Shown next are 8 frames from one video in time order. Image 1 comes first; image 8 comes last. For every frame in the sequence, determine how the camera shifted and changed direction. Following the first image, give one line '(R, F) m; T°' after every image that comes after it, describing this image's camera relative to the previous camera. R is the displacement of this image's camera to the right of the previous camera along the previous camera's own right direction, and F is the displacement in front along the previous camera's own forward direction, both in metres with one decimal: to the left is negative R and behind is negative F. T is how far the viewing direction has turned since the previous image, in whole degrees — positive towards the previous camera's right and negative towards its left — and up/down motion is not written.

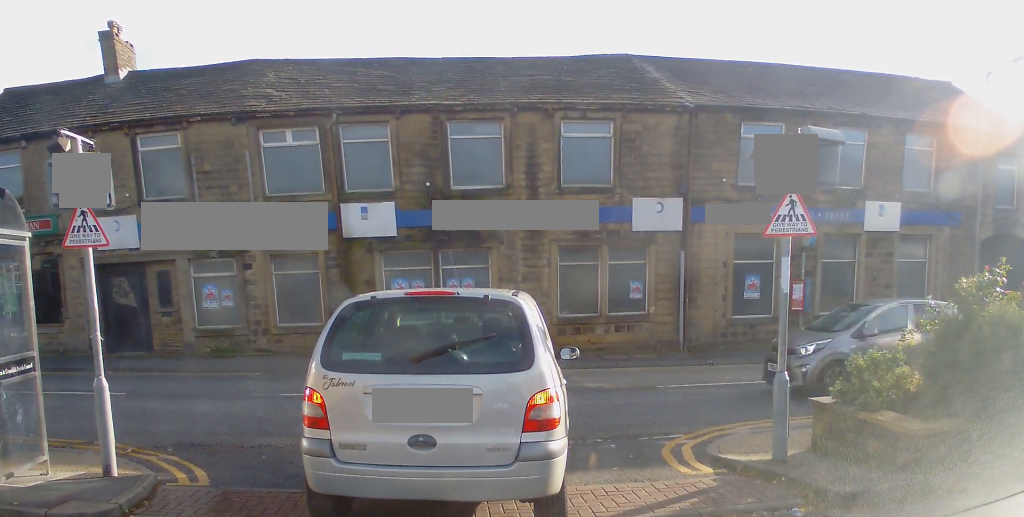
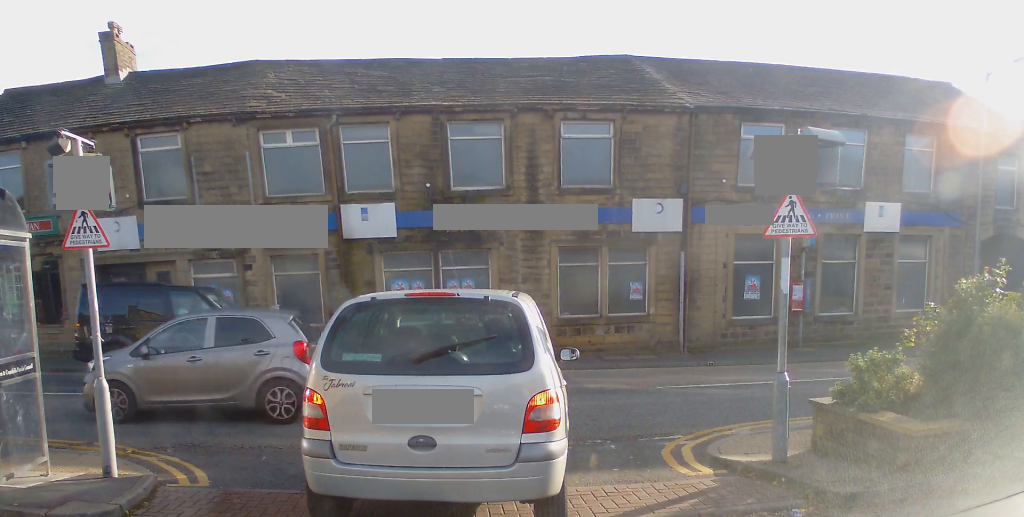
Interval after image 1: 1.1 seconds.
(0.0, 0.0) m; 0°
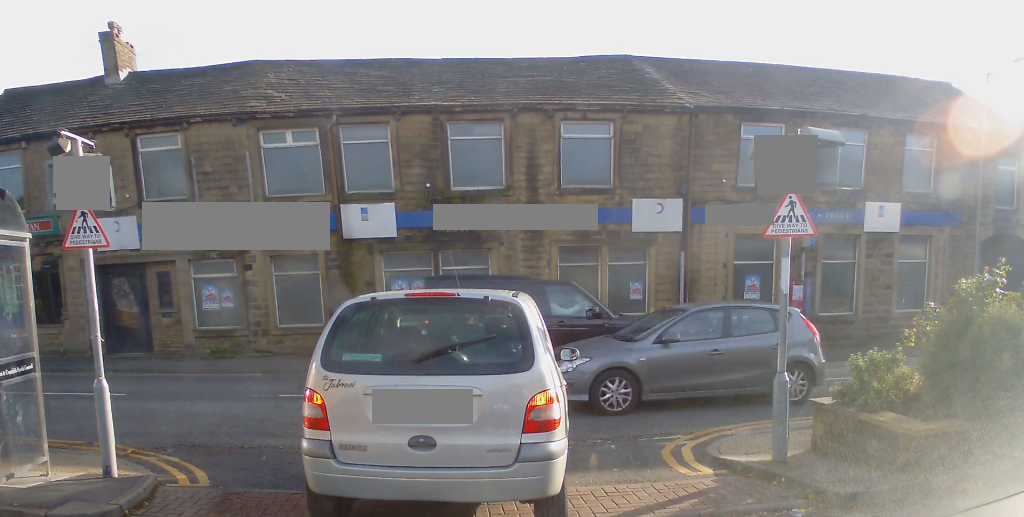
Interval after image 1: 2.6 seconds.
(0.0, 0.0) m; 0°
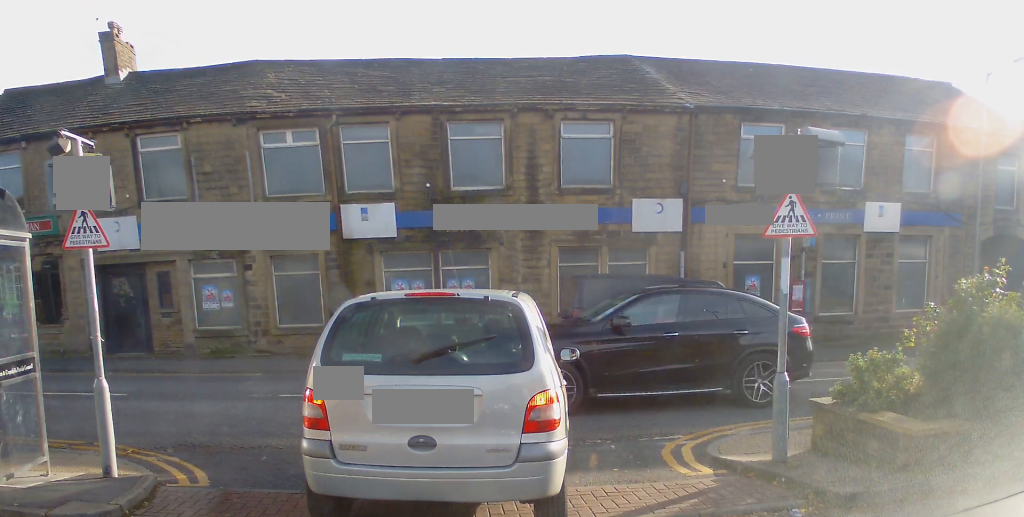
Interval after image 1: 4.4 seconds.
(0.0, 0.0) m; 0°
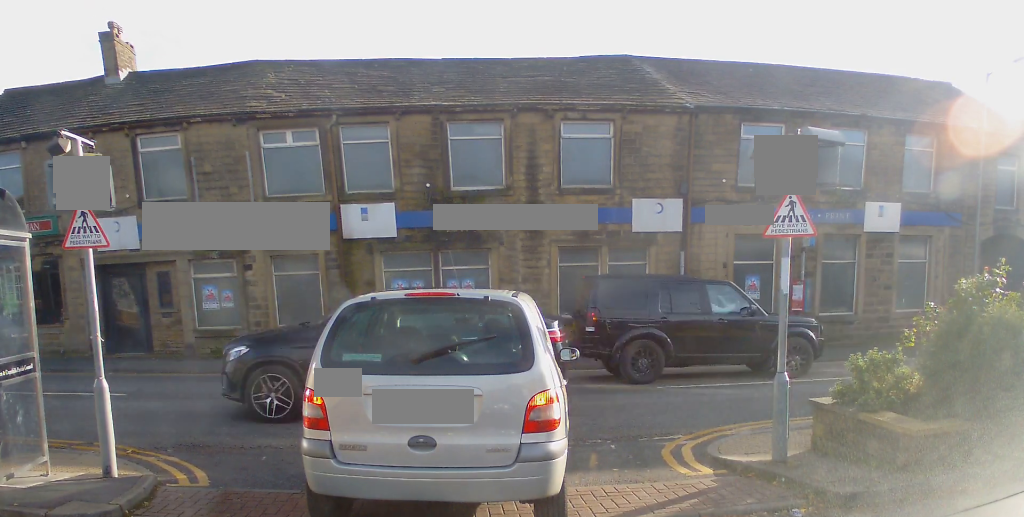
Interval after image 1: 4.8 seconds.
(0.0, 0.0) m; 0°
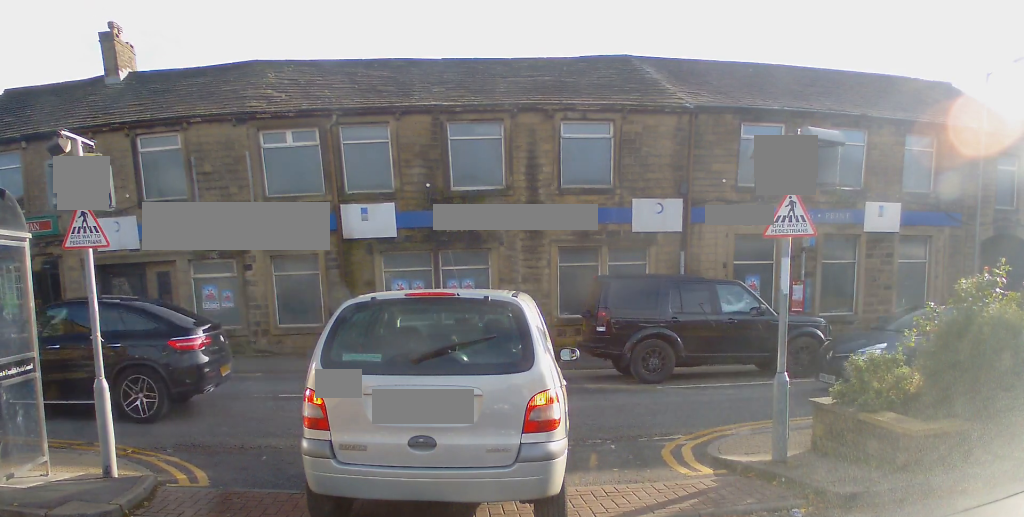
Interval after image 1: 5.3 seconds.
(0.0, 0.0) m; 0°
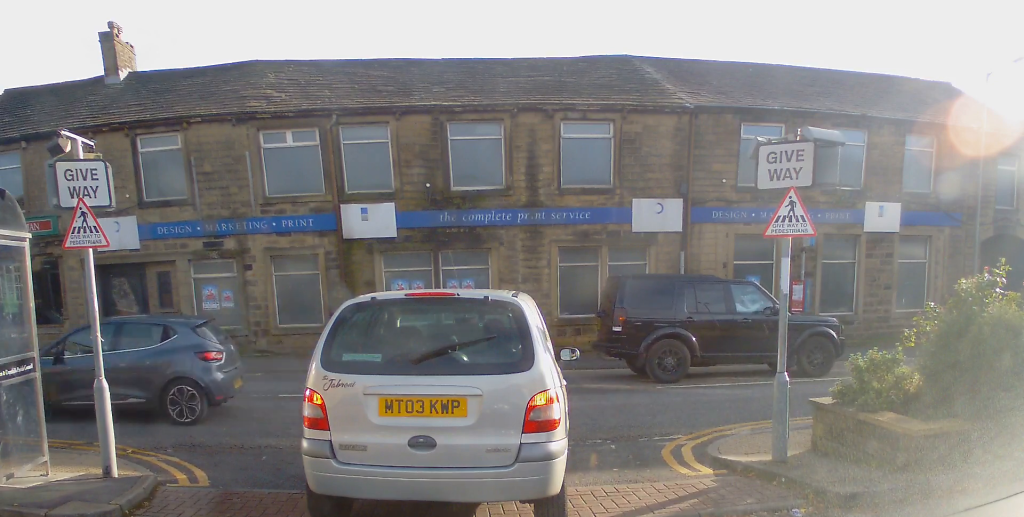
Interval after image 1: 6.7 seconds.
(0.0, 0.0) m; 0°
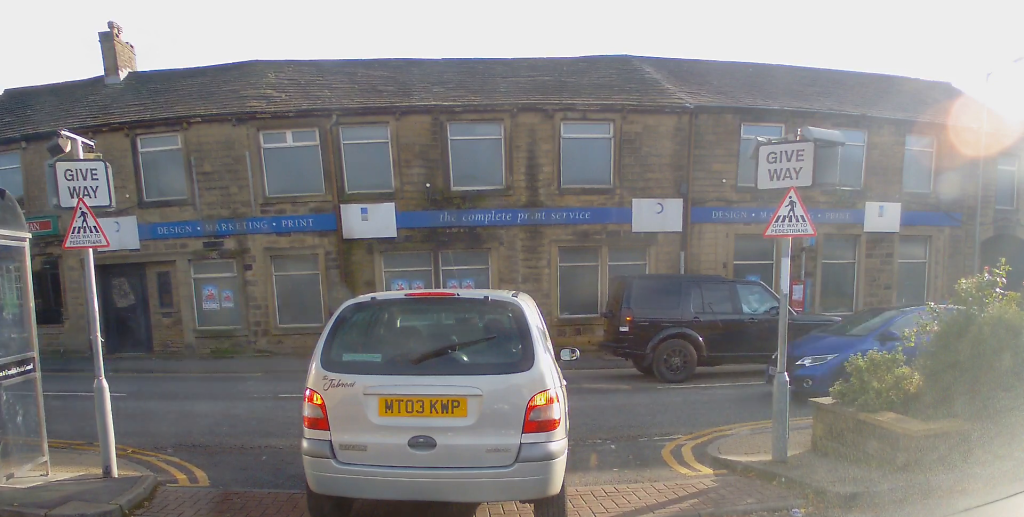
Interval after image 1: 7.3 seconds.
(0.0, 0.0) m; 0°
